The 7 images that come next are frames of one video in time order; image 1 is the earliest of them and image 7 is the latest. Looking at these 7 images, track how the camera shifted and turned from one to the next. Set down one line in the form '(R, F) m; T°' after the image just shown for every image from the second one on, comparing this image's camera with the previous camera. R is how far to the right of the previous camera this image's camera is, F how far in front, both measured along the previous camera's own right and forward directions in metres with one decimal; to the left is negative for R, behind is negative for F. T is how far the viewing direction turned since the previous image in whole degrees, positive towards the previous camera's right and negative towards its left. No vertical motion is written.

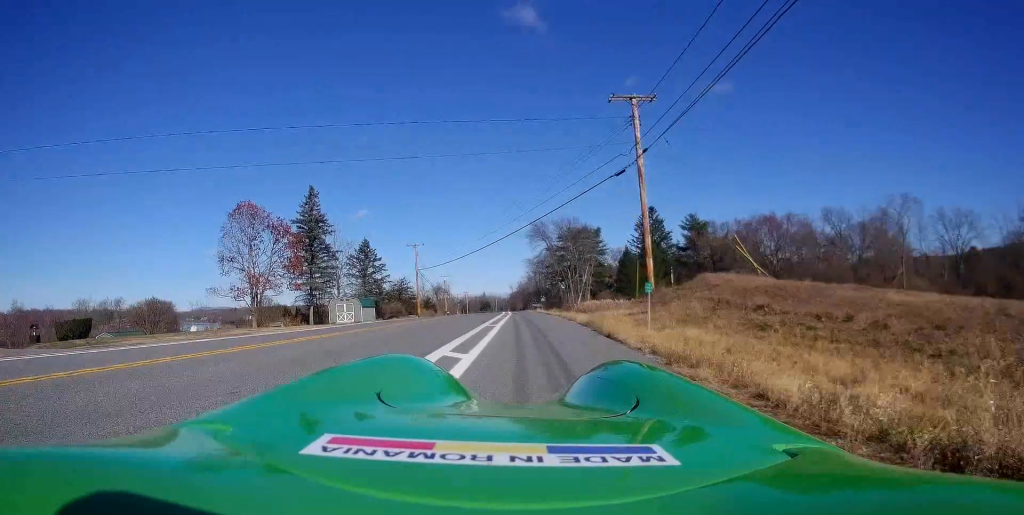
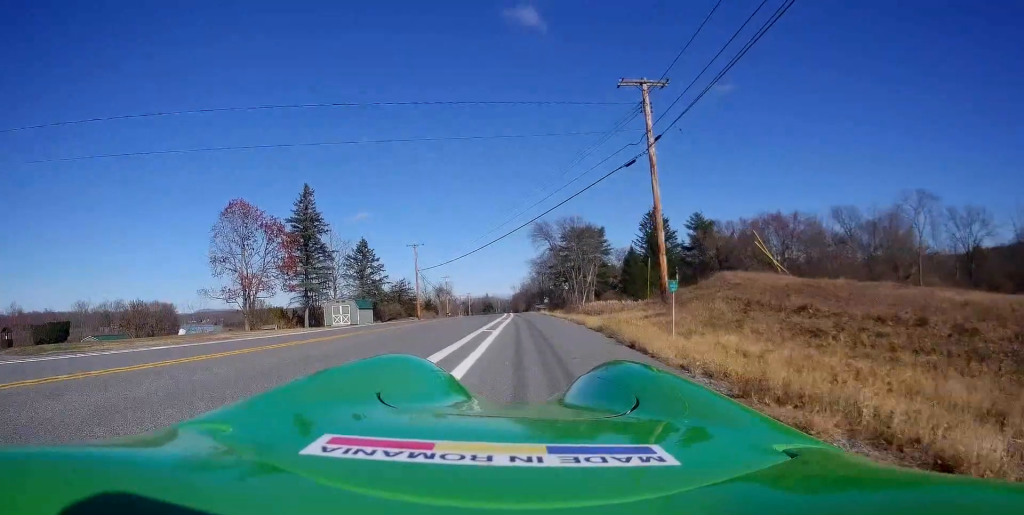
(+0.1, +2.4) m; -1°
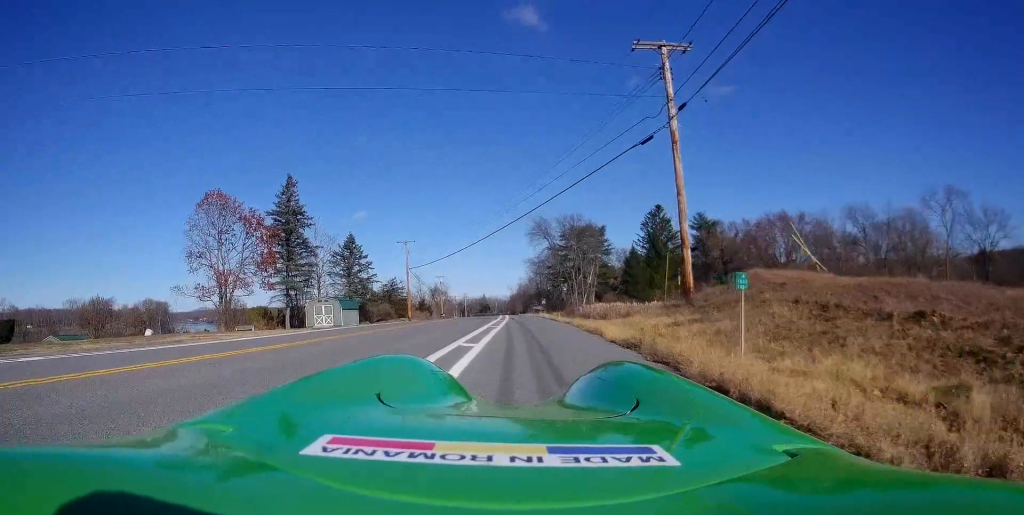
(+0.1, +4.3) m; -3°
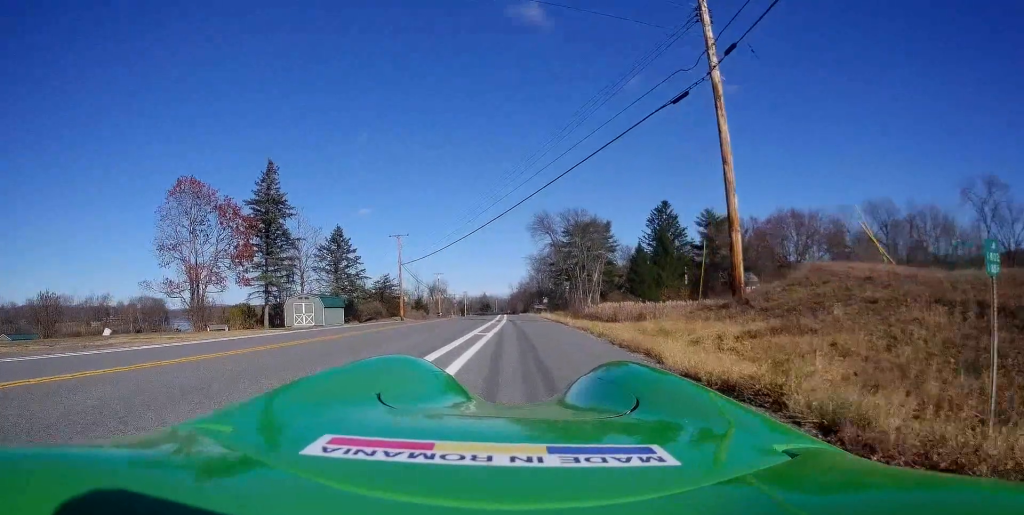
(-0.4, +5.3) m; -3°
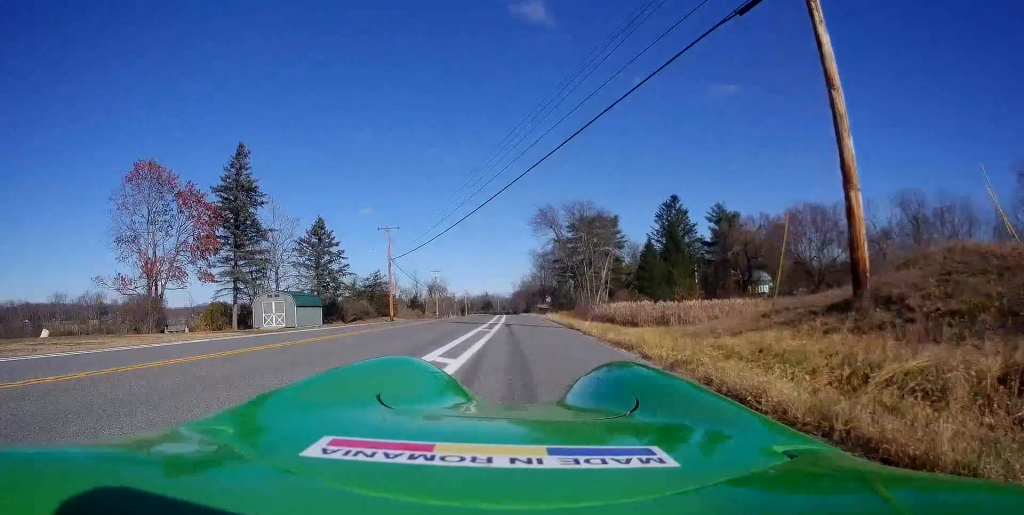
(+0.1, +6.5) m; +2°
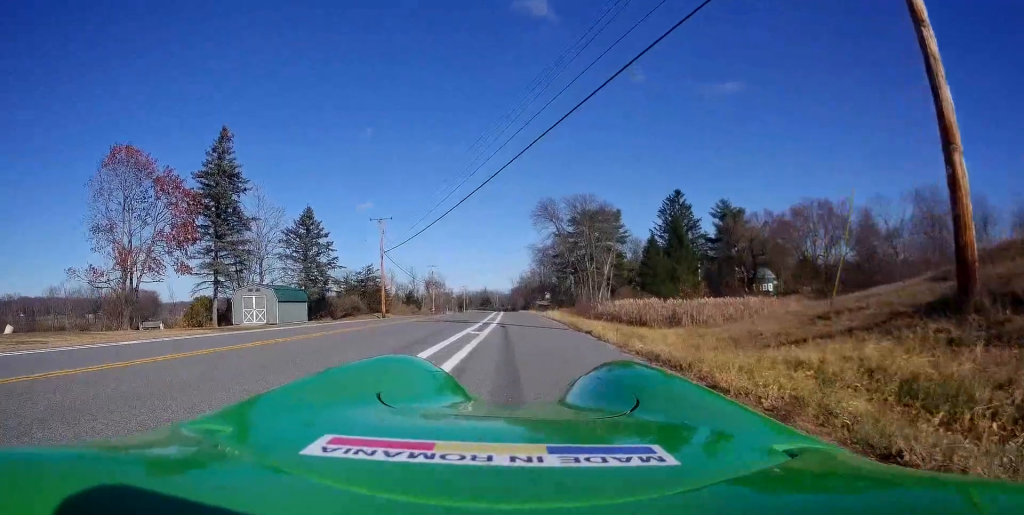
(-0.2, +3.2) m; +4°
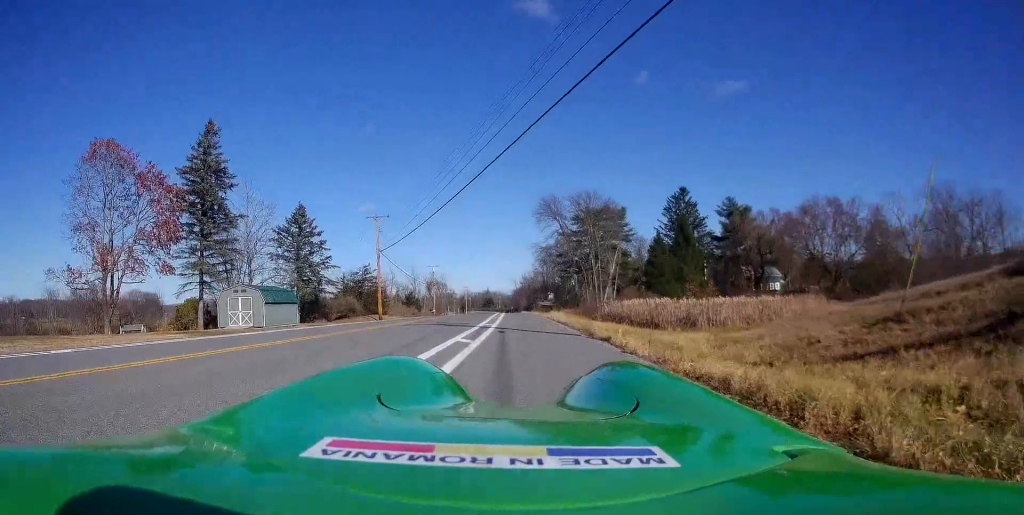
(+0.1, +2.4) m; +1°
